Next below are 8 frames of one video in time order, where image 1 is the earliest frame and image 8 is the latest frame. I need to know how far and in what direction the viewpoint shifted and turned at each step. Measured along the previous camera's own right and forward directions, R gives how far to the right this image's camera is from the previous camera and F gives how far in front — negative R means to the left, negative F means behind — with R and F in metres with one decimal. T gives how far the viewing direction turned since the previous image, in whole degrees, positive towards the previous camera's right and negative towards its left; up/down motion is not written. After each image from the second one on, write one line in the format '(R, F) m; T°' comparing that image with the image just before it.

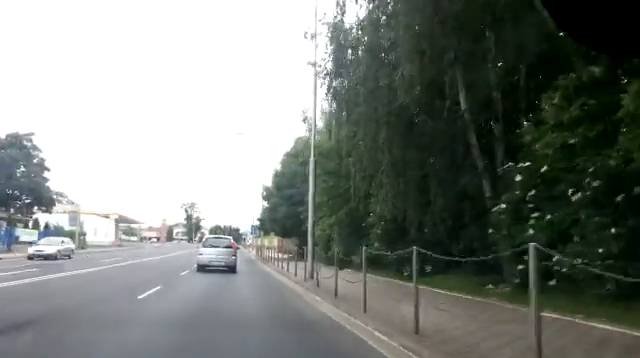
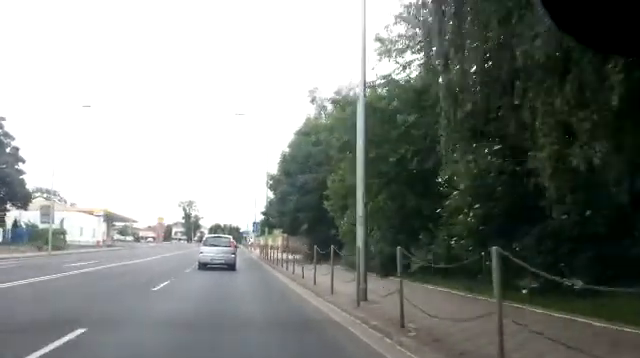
(-0.4, +7.1) m; -1°
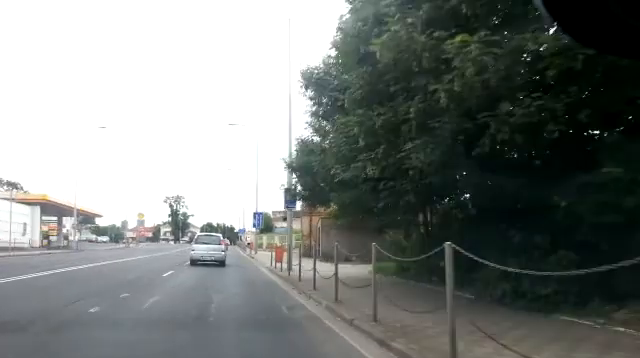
(+0.1, +22.0) m; +1°
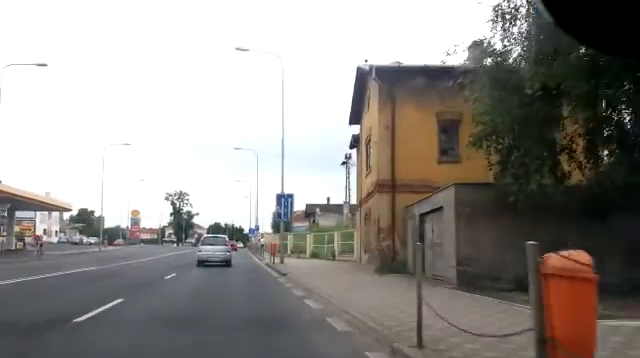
(+0.1, +19.1) m; -1°
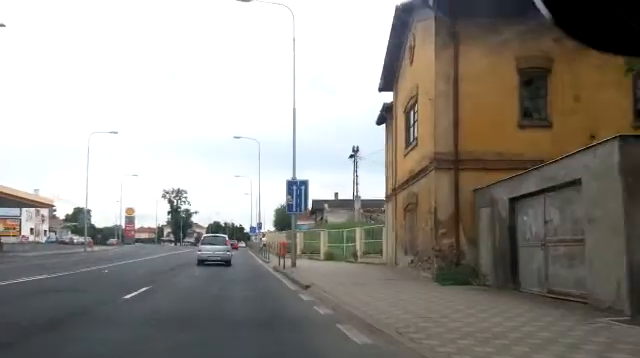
(-0.2, +6.0) m; 0°
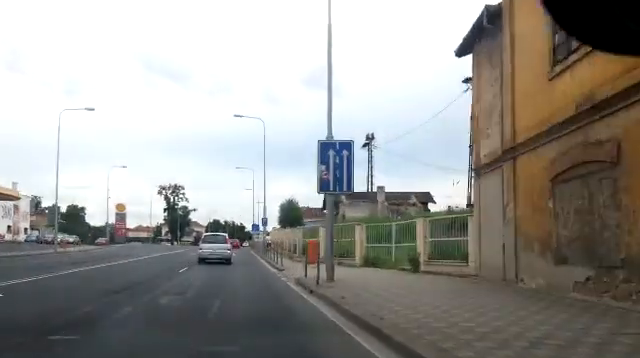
(-0.1, +9.0) m; 0°
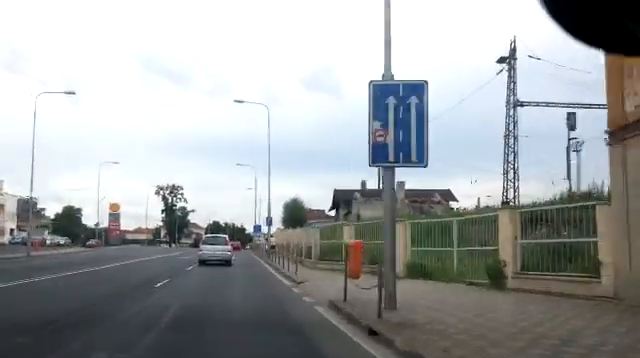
(+0.2, +5.6) m; 0°
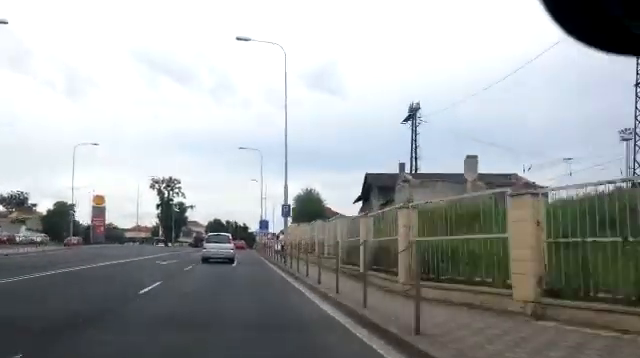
(-0.3, +12.0) m; 0°
